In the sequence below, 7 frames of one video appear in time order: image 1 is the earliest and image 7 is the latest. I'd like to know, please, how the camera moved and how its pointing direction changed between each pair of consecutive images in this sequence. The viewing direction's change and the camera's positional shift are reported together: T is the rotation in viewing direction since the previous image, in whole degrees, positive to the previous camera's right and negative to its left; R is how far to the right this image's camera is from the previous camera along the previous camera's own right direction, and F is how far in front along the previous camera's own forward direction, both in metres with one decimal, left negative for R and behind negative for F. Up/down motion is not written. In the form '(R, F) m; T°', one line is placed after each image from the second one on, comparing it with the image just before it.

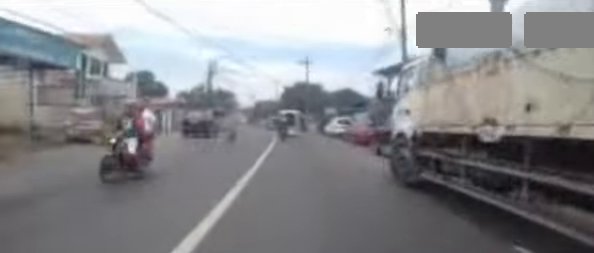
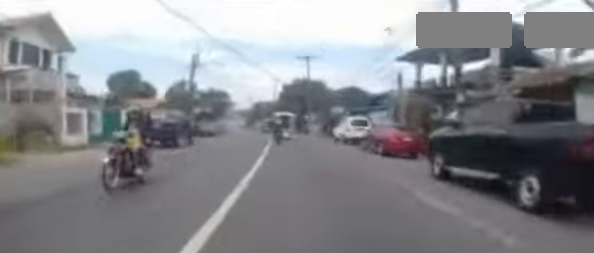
(0.0, +5.9) m; 0°
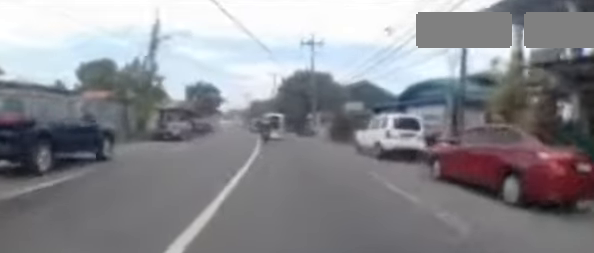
(+0.3, +8.8) m; -1°
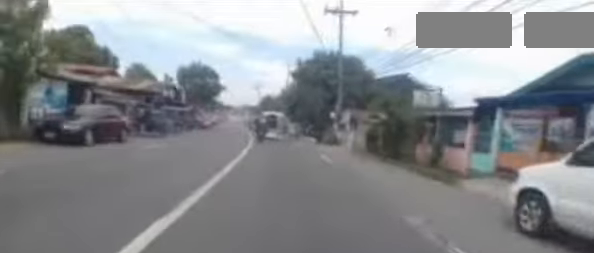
(-0.7, +10.9) m; -5°
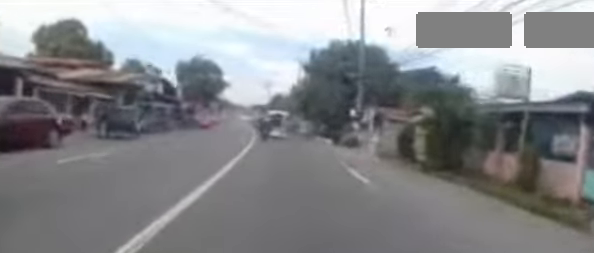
(-0.2, +4.9) m; 0°
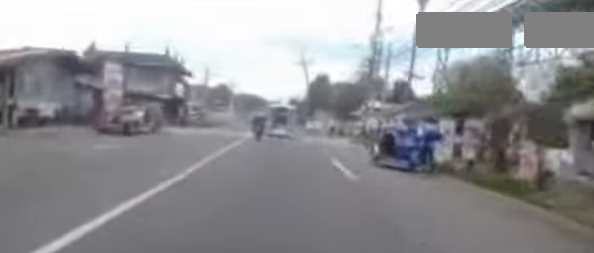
(-2.5, +34.8) m; -7°
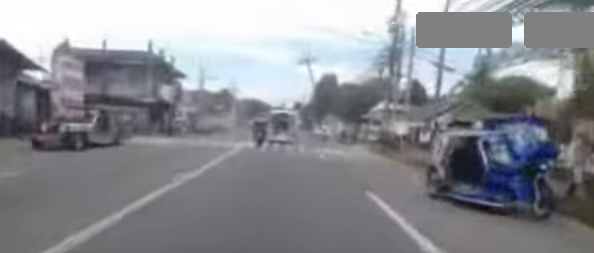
(-0.3, +4.4) m; 0°
